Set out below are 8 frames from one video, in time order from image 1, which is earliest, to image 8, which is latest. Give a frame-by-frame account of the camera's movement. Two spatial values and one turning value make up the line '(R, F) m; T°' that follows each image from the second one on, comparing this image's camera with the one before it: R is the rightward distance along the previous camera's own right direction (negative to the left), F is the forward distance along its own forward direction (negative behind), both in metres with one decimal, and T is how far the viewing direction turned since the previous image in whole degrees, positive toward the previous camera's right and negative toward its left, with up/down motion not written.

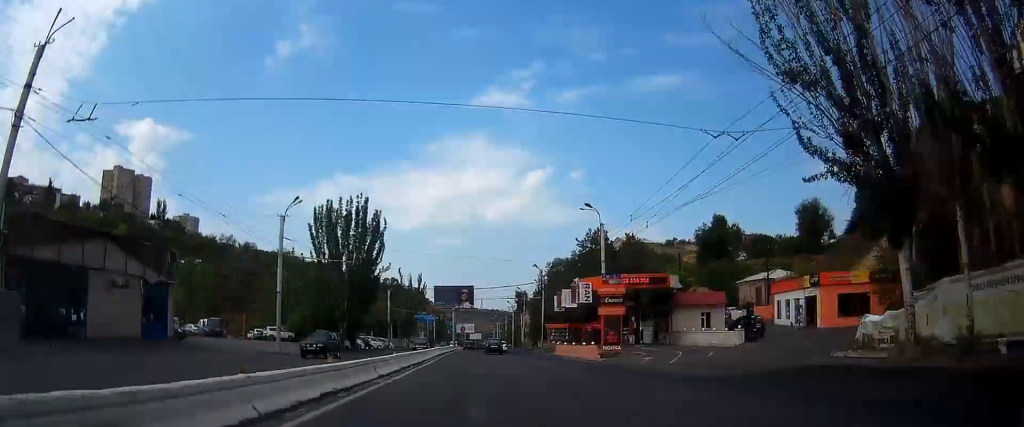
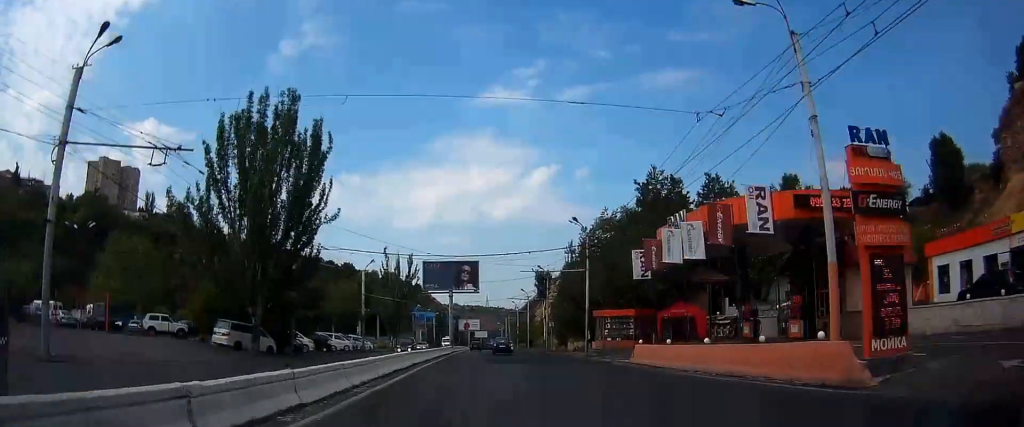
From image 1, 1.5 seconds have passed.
(0.0, +28.5) m; 0°
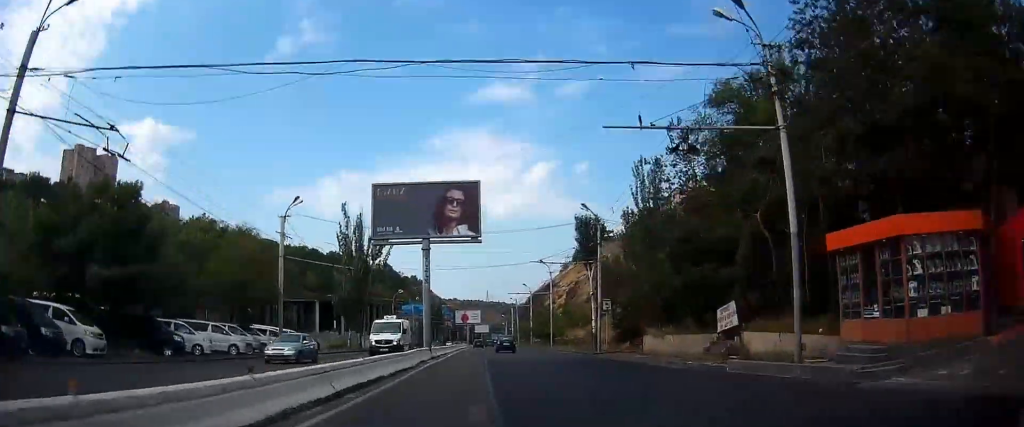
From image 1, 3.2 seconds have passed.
(0.0, +32.4) m; 0°
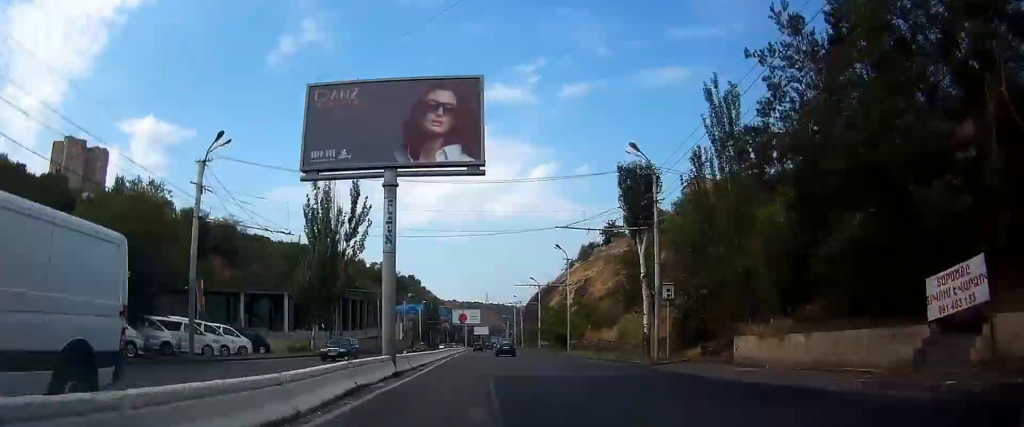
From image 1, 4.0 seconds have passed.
(0.0, +13.9) m; -1°
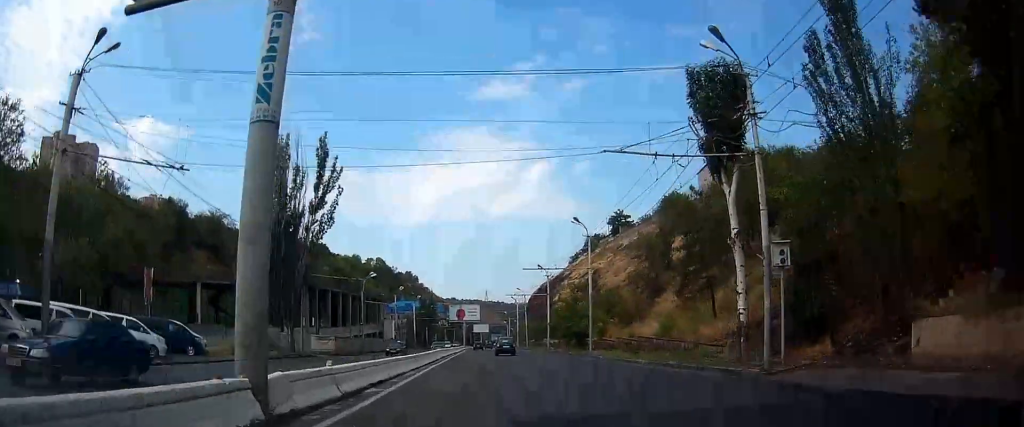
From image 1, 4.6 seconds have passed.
(-0.2, +11.6) m; 0°
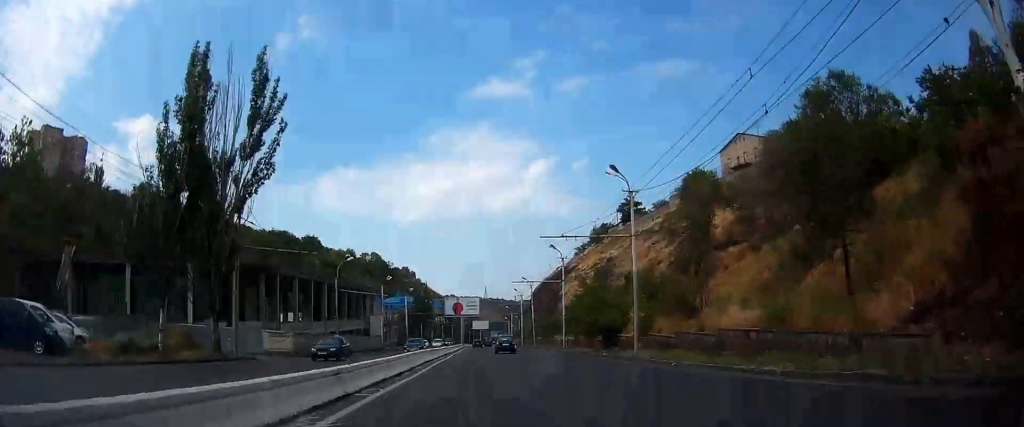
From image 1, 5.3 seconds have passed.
(0.0, +13.5) m; 0°
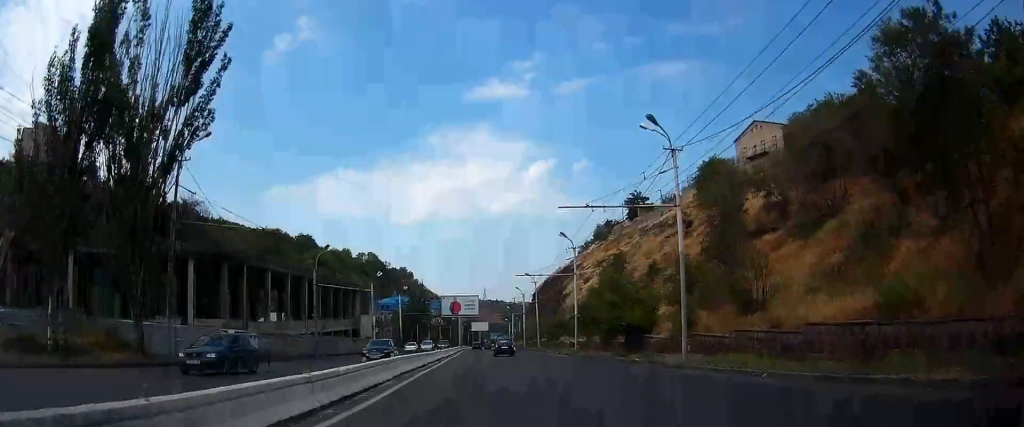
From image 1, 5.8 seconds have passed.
(+0.1, +7.9) m; 0°
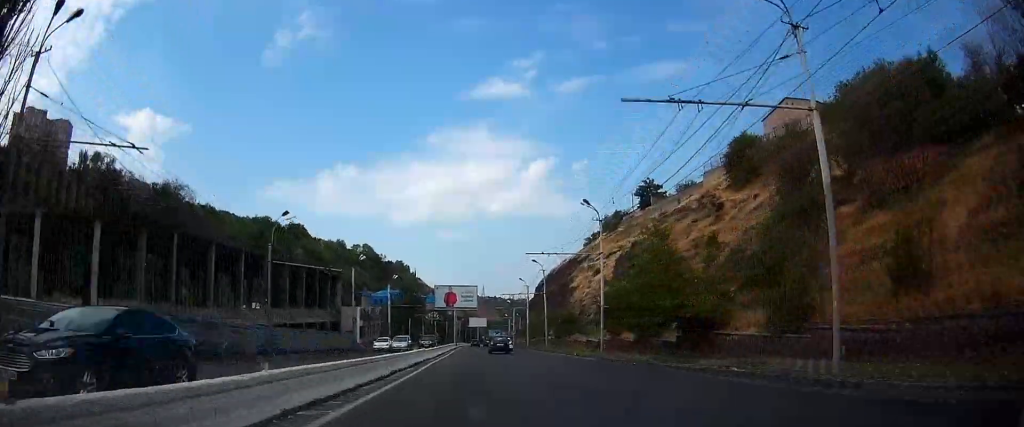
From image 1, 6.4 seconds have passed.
(+0.1, +11.6) m; 0°
